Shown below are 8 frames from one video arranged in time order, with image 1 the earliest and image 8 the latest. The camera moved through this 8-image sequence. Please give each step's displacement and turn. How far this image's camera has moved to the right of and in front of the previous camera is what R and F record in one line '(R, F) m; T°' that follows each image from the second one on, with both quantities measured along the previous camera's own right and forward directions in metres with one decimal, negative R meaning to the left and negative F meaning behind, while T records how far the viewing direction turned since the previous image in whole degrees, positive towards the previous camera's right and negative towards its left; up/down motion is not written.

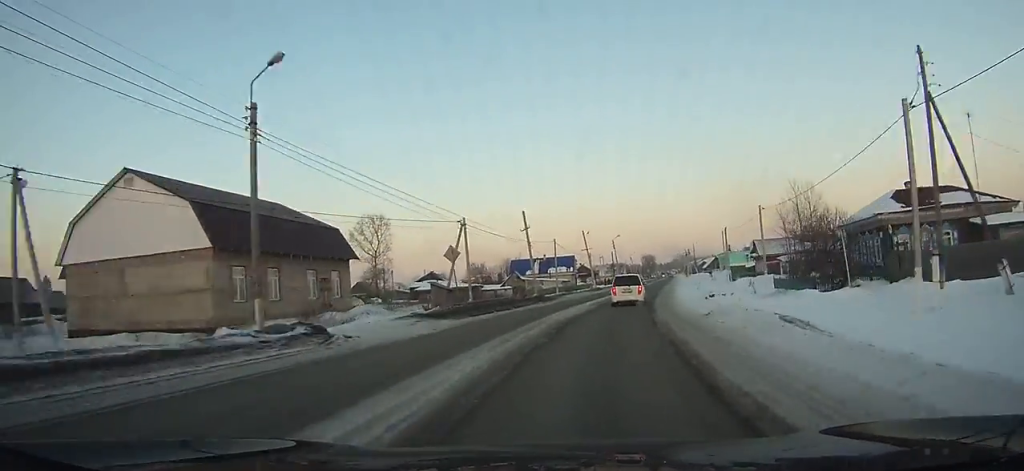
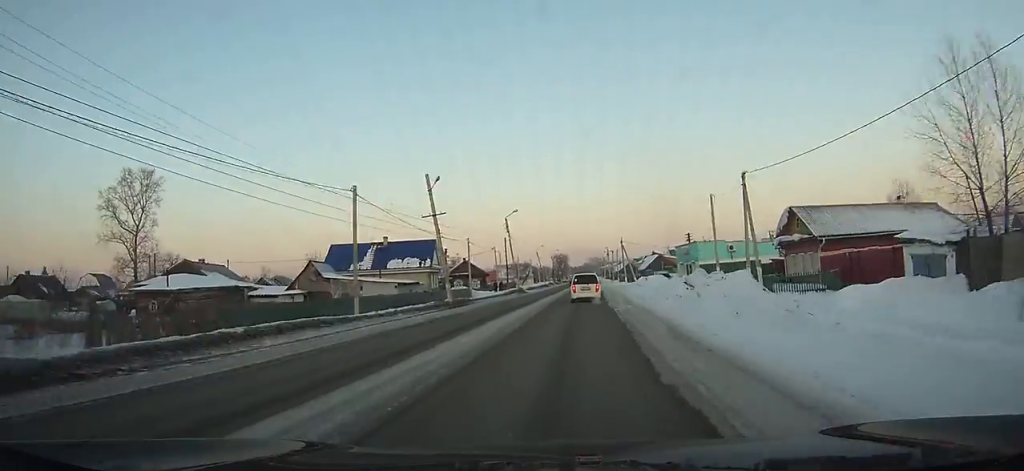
(+3.4, +44.1) m; +7°
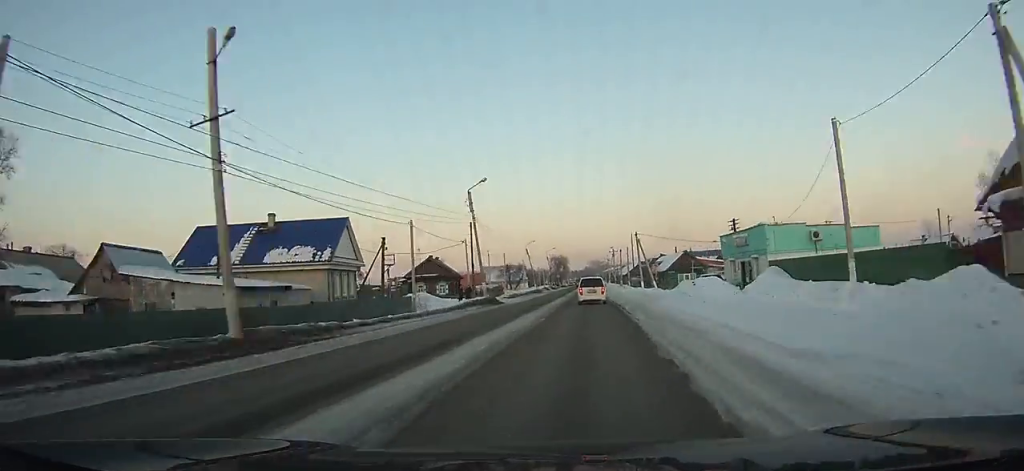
(+0.7, +23.3) m; +2°
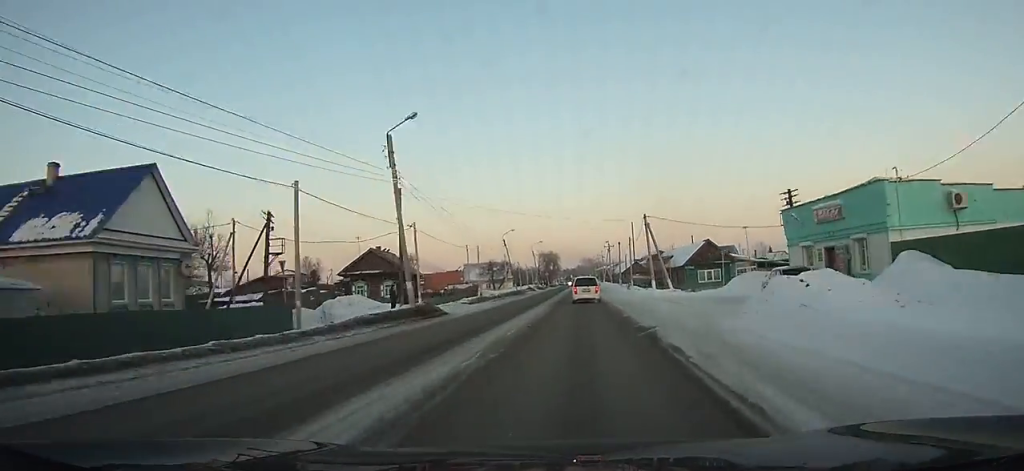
(+0.2, +17.6) m; +1°
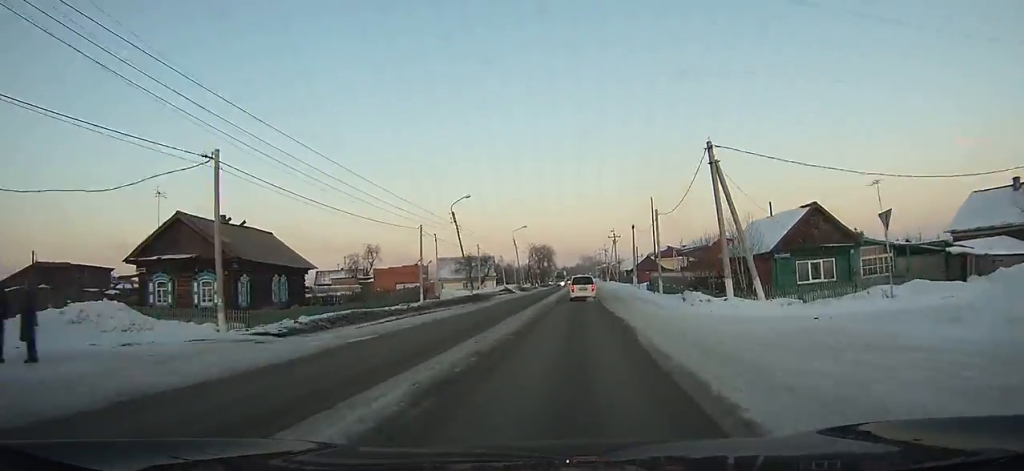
(+0.3, +27.4) m; 0°
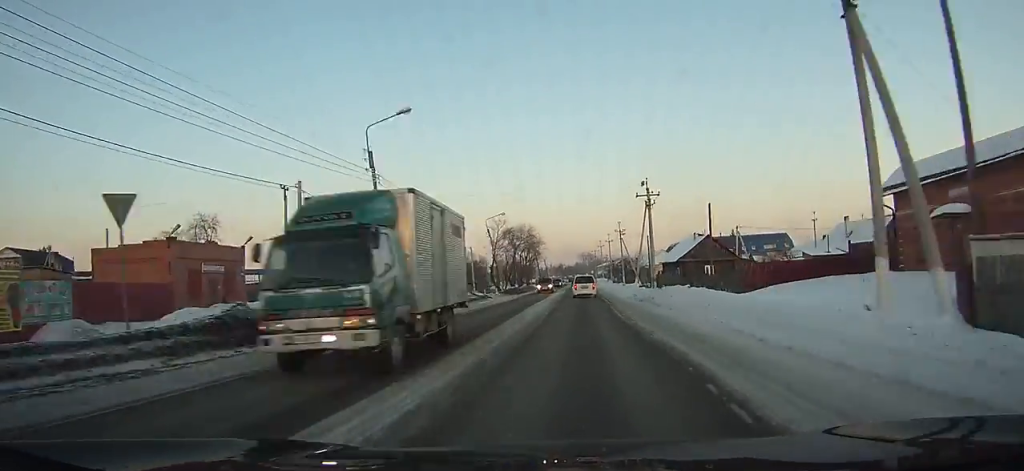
(-0.6, +55.4) m; -1°
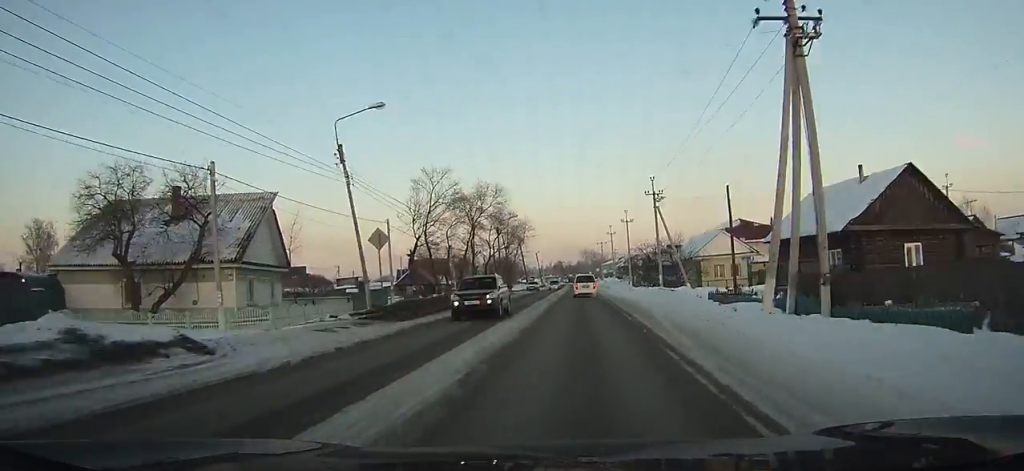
(0.0, +38.1) m; 0°
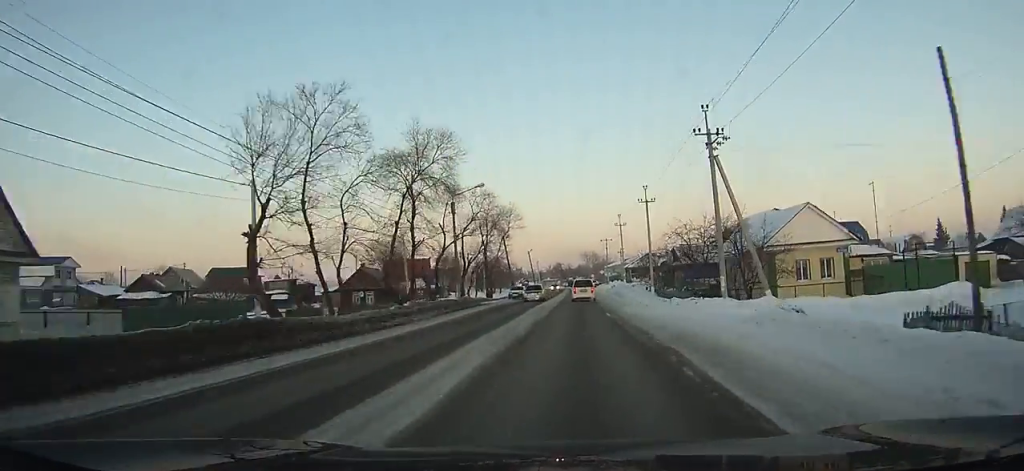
(0.0, +21.9) m; 0°
